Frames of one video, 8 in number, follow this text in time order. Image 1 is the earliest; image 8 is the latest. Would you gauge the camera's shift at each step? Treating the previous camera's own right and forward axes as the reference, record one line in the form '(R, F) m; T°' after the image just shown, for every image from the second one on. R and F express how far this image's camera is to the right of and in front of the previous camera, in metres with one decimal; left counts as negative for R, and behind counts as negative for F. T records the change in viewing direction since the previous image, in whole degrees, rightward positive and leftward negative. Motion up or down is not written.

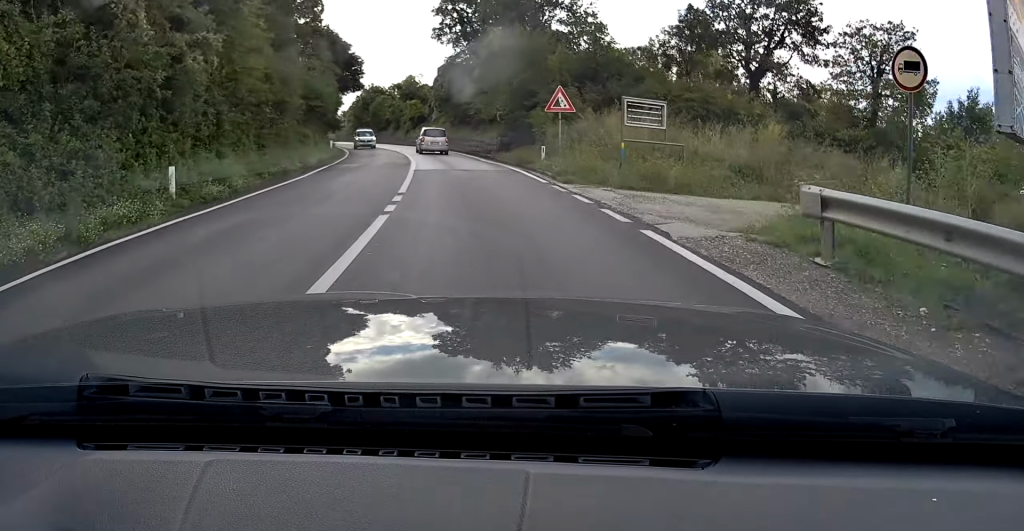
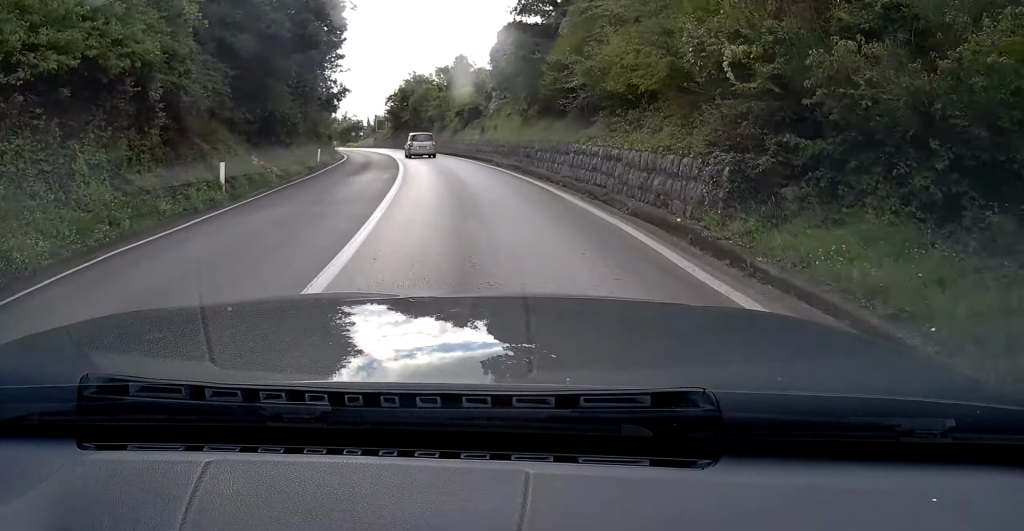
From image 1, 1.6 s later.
(-1.3, +25.3) m; -6°
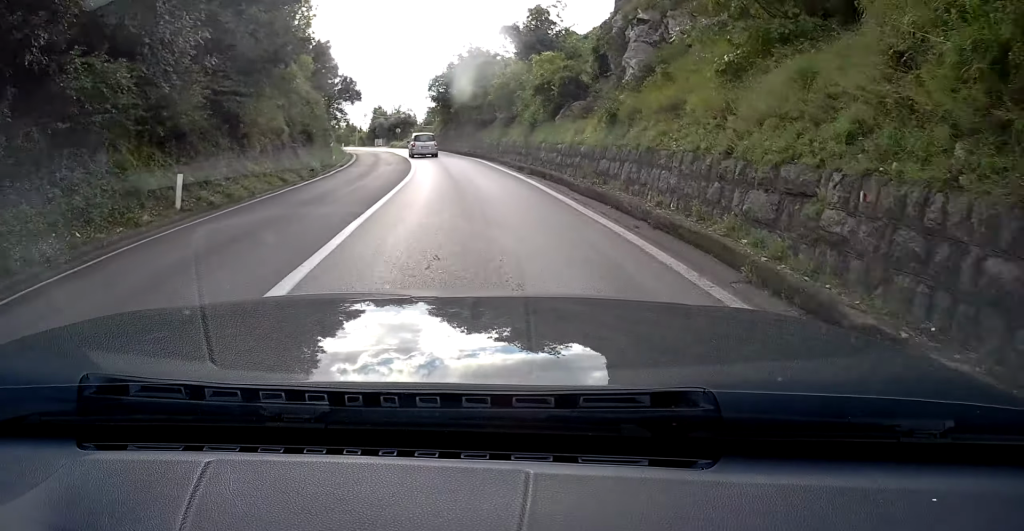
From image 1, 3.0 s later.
(-0.8, +22.8) m; -5°
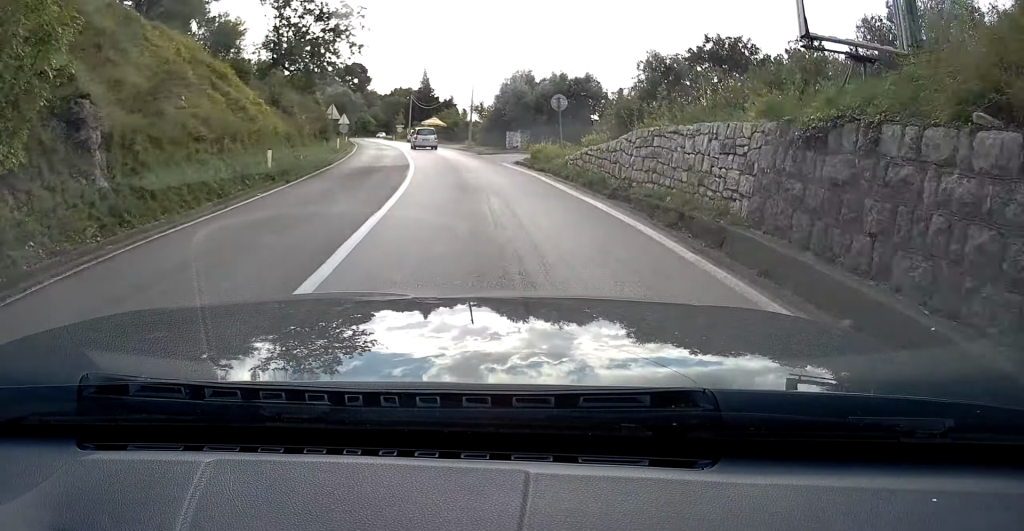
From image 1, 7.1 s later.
(-8.3, +64.5) m; -15°
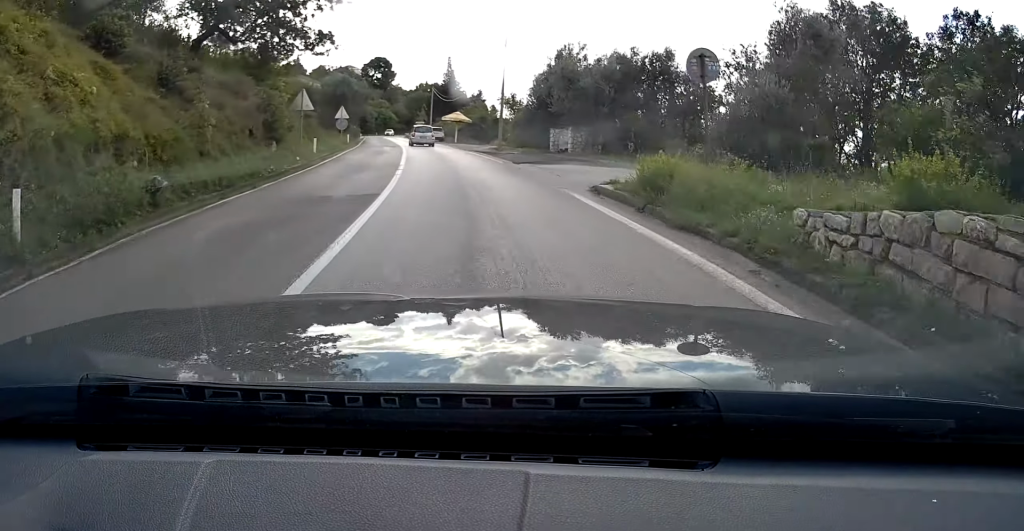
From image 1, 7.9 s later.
(-0.5, +13.0) m; -3°
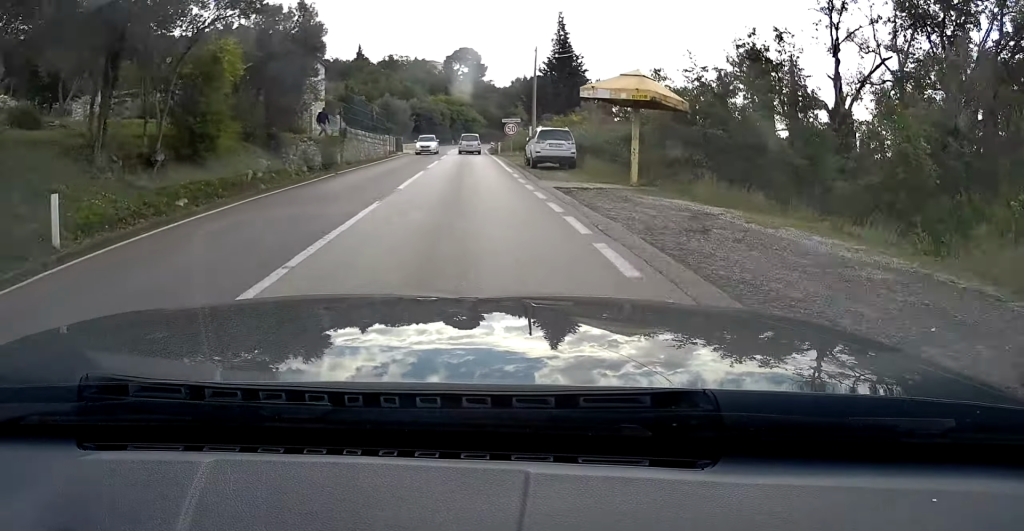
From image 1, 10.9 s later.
(-4.7, +49.3) m; -9°
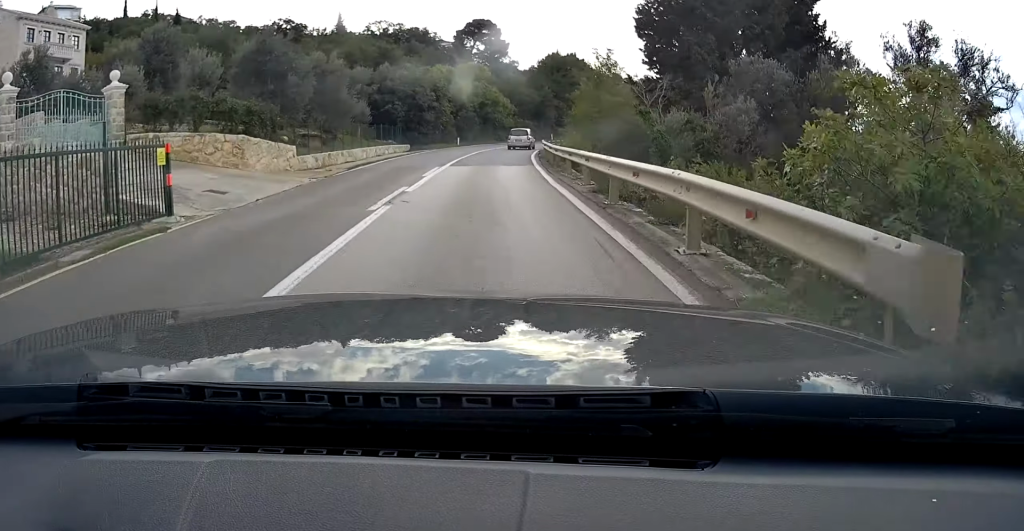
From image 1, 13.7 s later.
(-1.2, +45.7) m; -1°
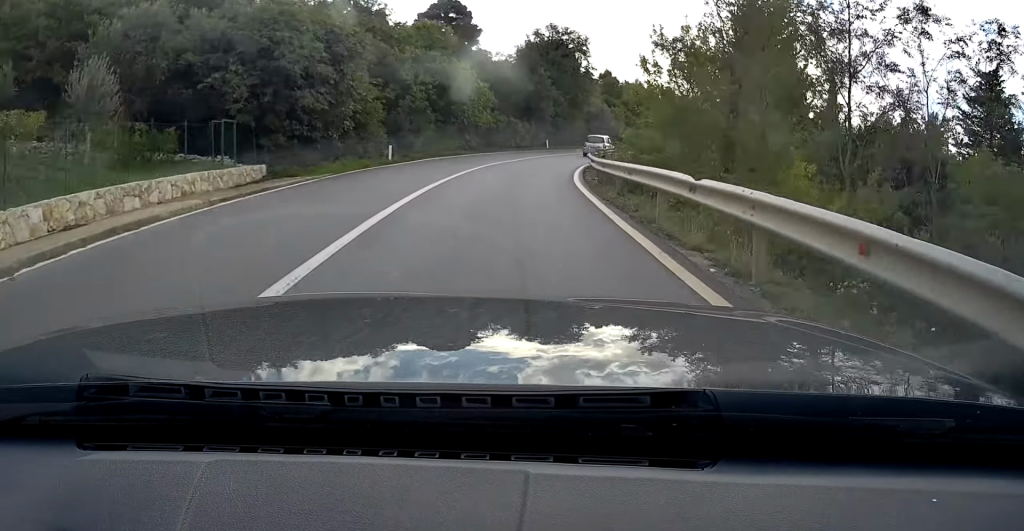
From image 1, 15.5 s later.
(+0.2, +28.7) m; +4°
